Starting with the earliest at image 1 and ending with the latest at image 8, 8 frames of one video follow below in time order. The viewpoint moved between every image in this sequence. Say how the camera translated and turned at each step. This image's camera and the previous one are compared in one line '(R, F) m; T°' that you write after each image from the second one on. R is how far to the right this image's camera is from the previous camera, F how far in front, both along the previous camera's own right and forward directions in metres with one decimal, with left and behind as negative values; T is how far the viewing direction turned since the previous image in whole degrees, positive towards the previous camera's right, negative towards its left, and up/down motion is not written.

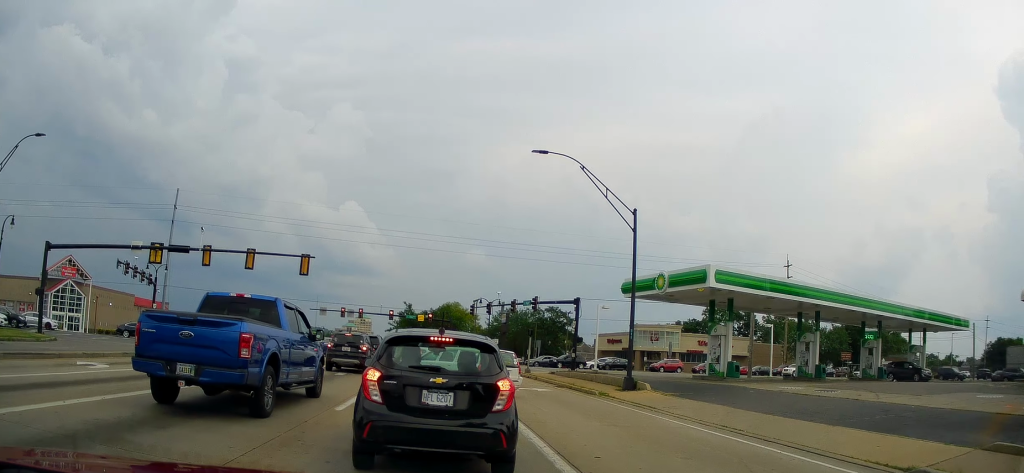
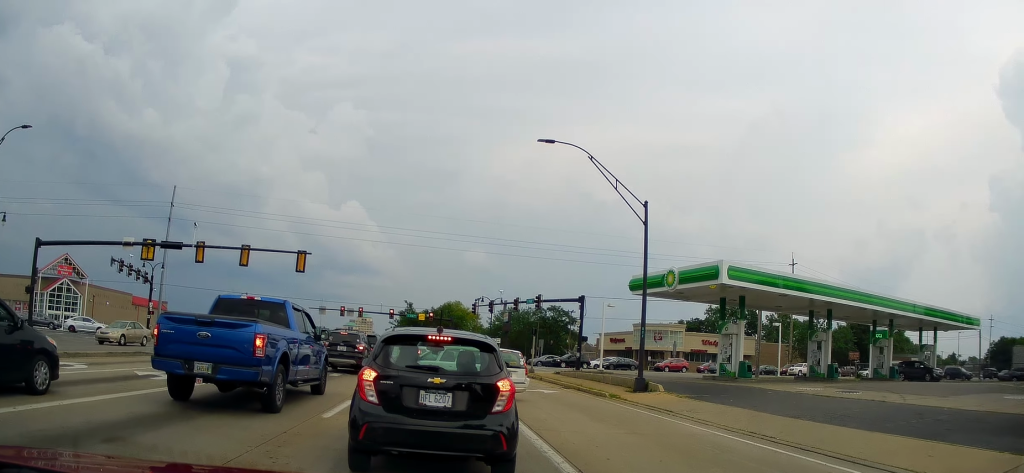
(-0.4, +1.1) m; 0°
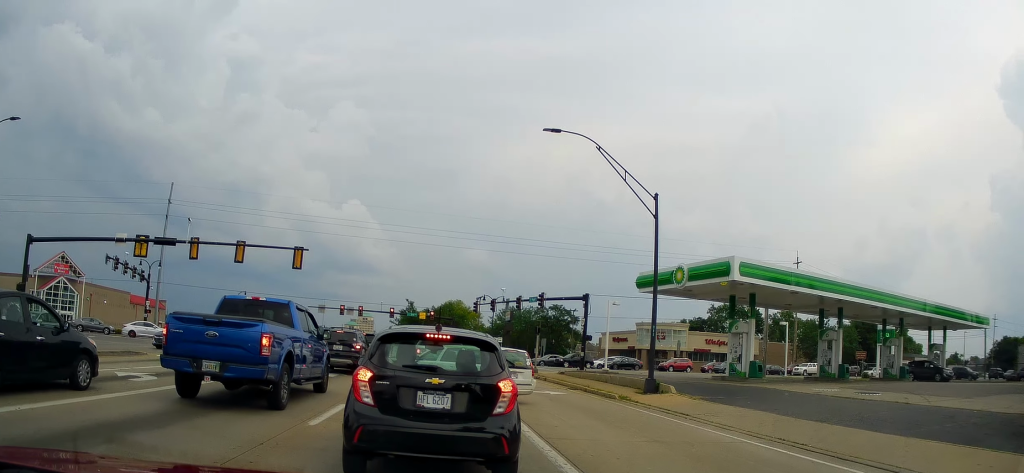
(-0.2, +1.1) m; 0°
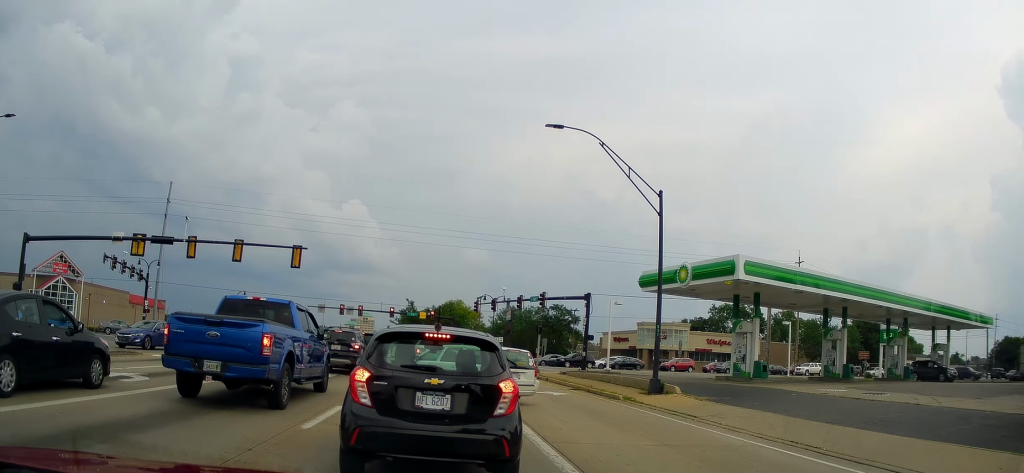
(0.0, +0.5) m; 0°
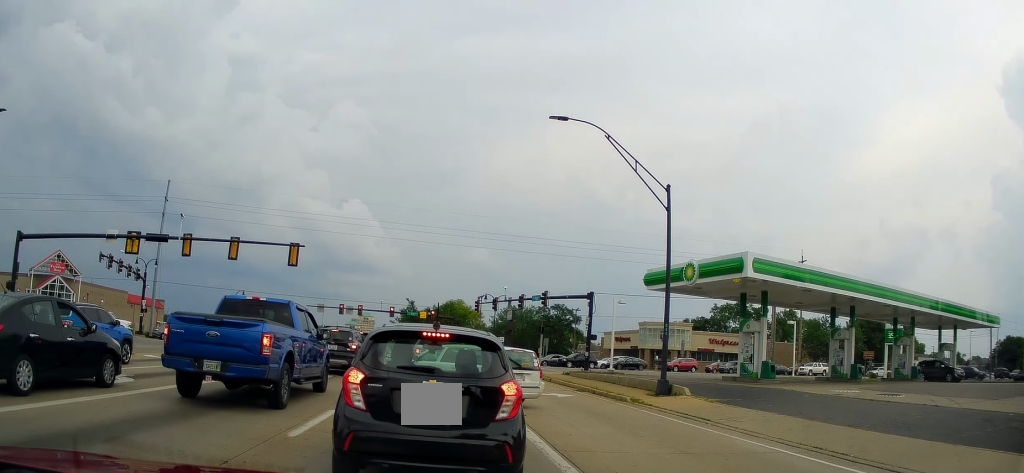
(+0.1, +0.8) m; 0°
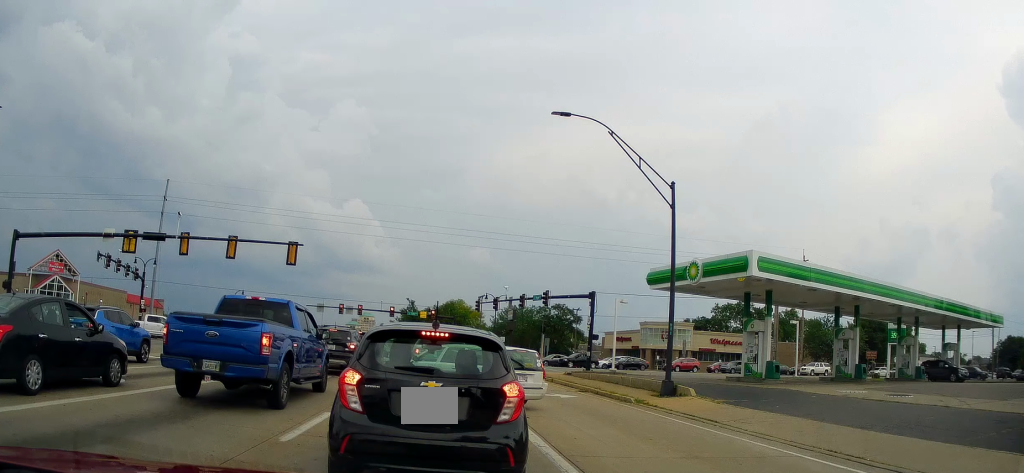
(-0.1, +0.4) m; 0°
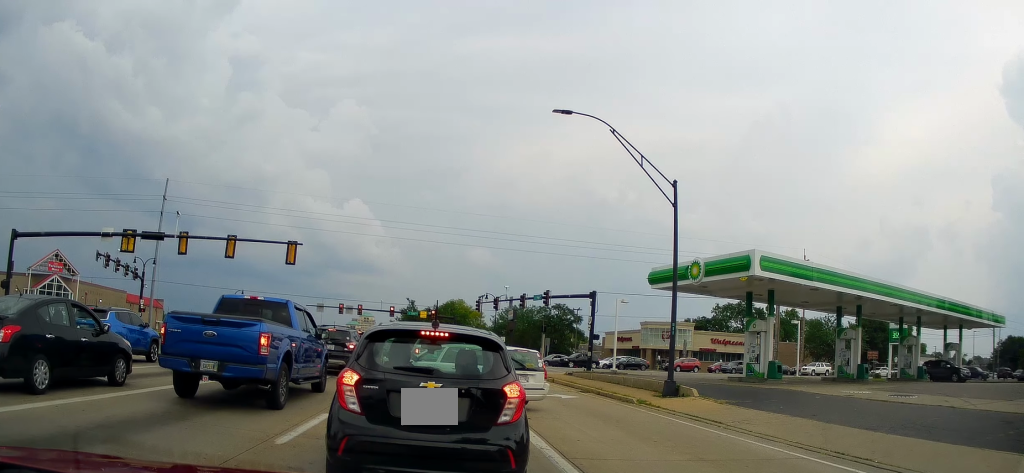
(-0.1, +0.3) m; 0°
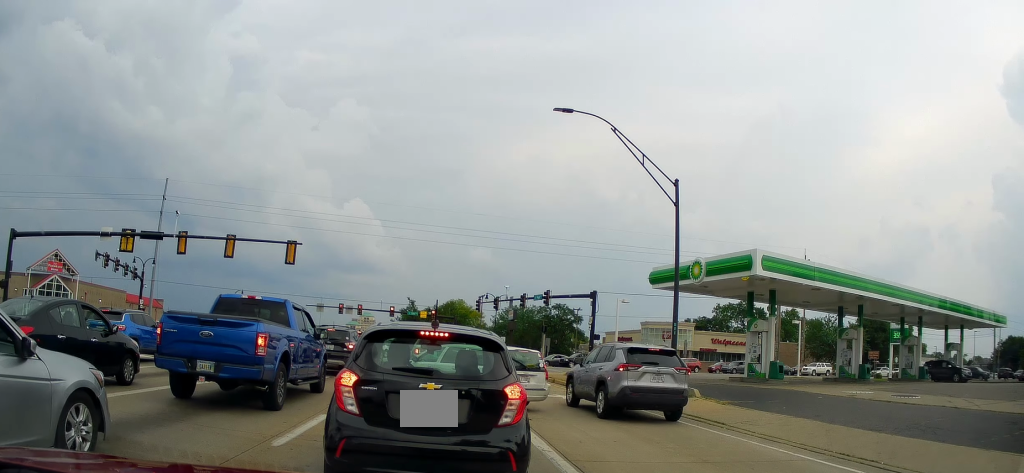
(-0.5, +0.8) m; 0°
